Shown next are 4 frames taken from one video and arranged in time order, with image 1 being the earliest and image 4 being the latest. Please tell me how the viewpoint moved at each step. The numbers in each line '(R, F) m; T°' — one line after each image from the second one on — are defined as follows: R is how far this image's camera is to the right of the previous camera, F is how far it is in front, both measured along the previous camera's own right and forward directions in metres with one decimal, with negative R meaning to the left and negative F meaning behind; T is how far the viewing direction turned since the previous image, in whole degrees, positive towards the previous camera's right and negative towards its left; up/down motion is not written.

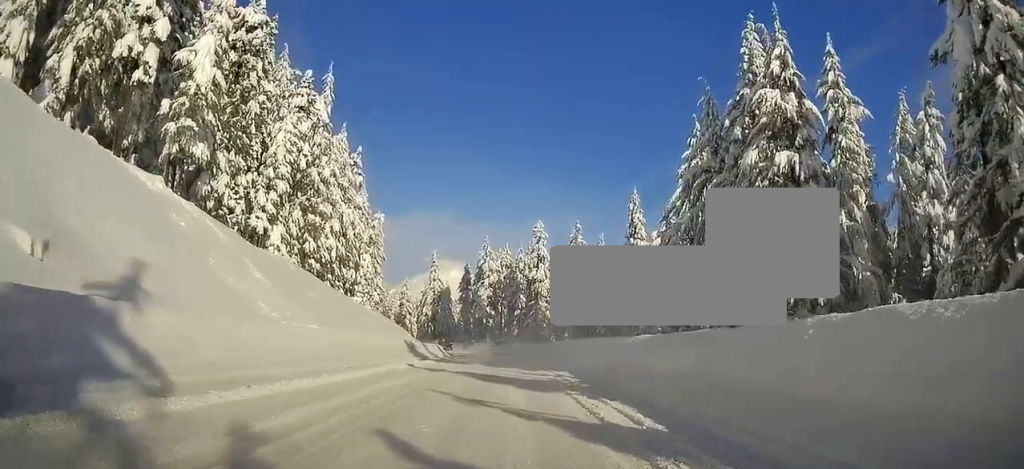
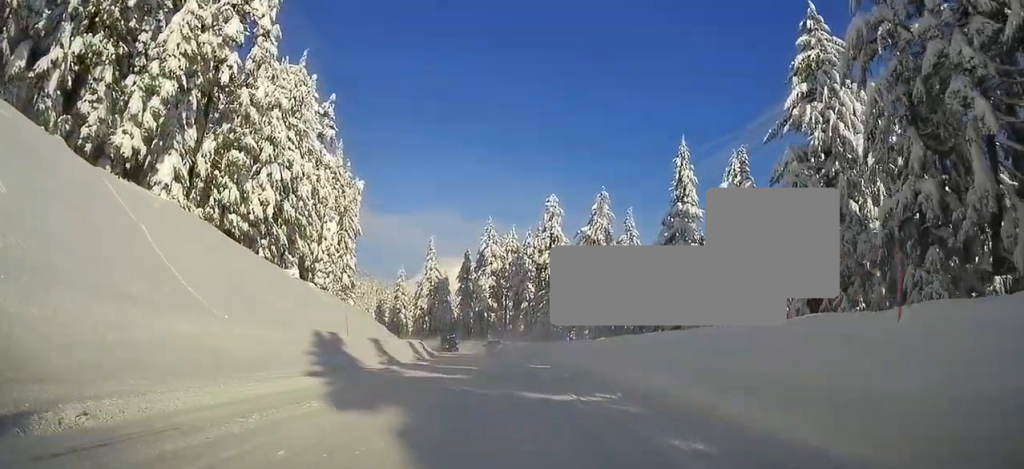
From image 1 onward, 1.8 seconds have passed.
(-0.4, +27.4) m; -2°
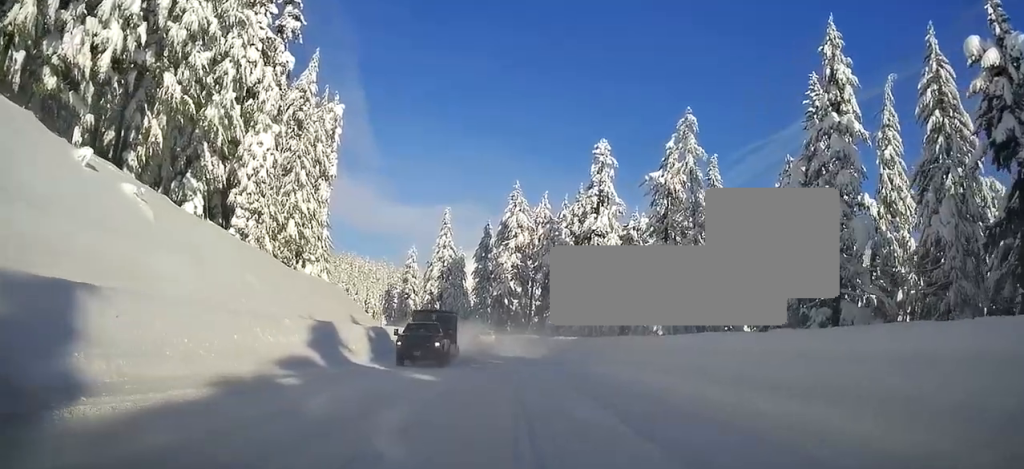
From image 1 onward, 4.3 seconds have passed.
(-0.3, +36.3) m; -1°
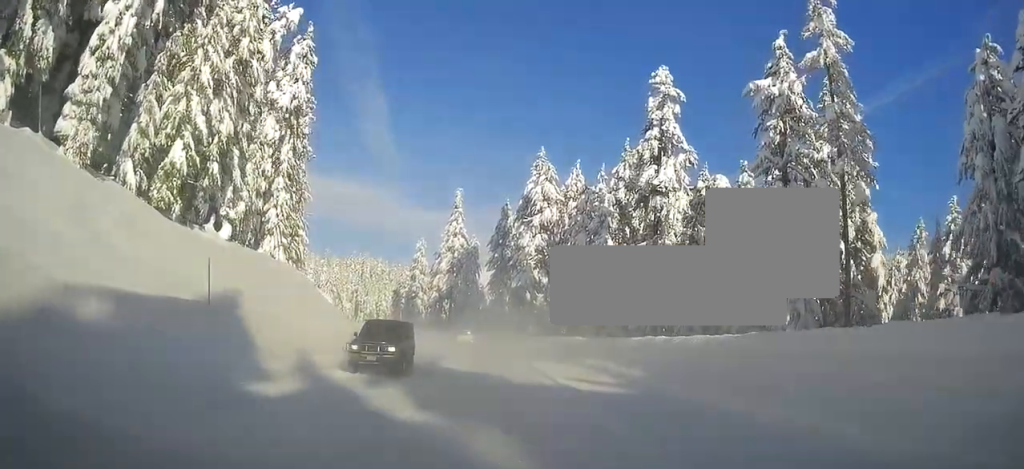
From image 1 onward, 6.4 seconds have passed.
(+0.1, +28.8) m; -1°
